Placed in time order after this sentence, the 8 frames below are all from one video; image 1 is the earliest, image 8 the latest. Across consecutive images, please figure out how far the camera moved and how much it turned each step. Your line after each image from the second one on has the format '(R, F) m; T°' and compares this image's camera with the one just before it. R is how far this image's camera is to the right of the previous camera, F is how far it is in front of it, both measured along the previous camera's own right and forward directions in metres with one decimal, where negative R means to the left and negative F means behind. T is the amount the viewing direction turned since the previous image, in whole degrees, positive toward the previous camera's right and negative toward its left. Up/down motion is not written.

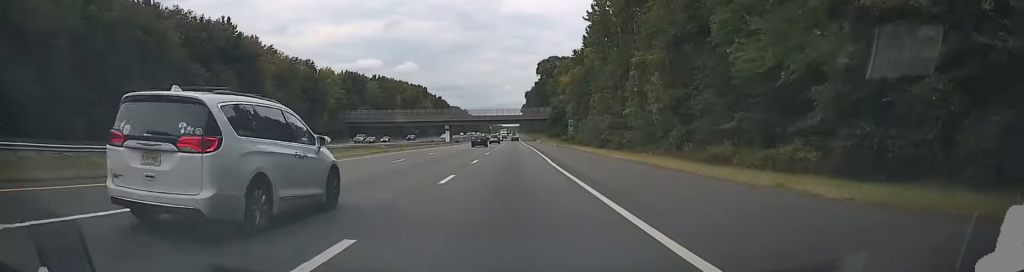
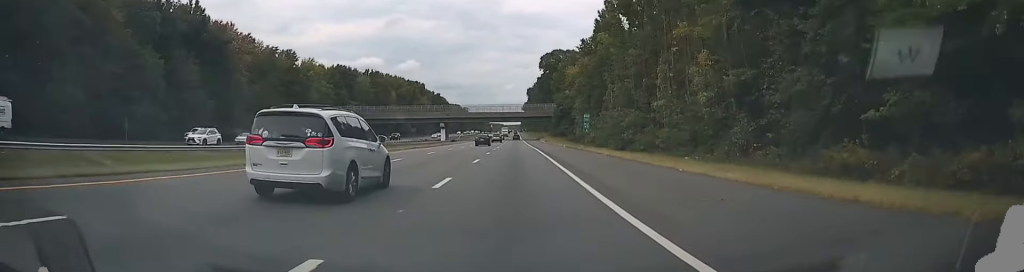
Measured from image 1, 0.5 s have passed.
(0.0, +13.4) m; 0°
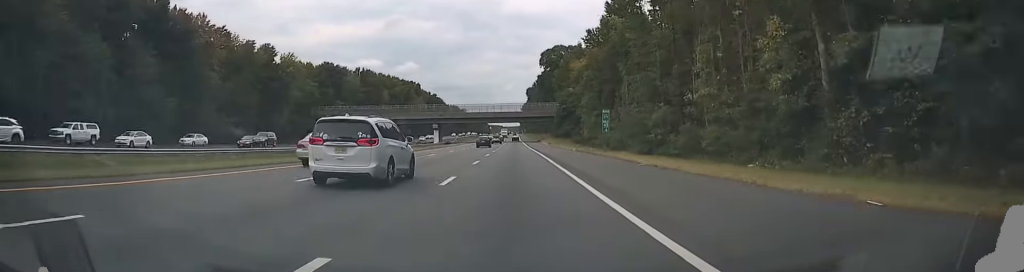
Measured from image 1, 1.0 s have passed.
(-0.1, +12.0) m; 0°
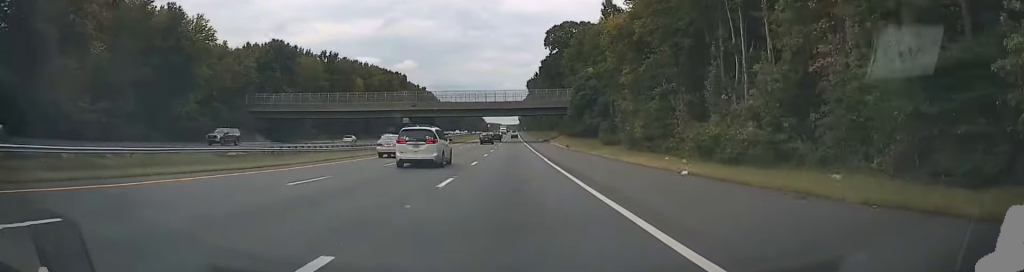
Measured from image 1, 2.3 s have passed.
(+0.3, +36.2) m; 0°
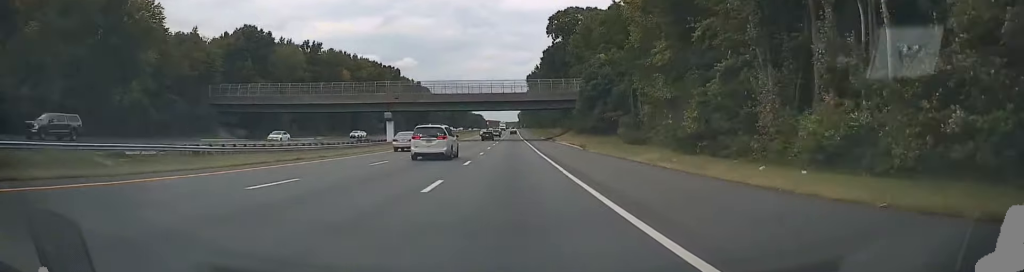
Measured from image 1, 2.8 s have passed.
(-0.2, +14.4) m; -1°
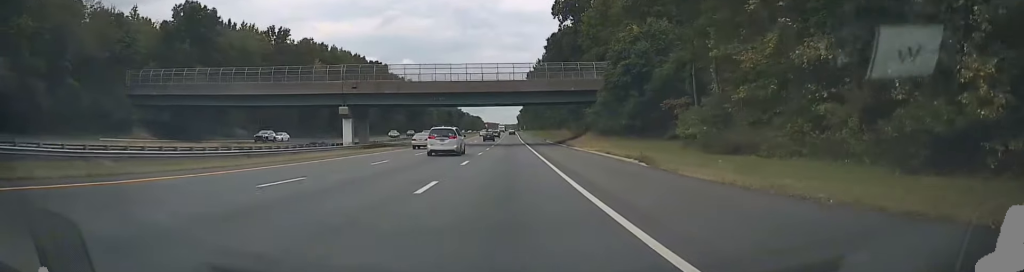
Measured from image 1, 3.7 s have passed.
(-0.2, +23.4) m; 0°
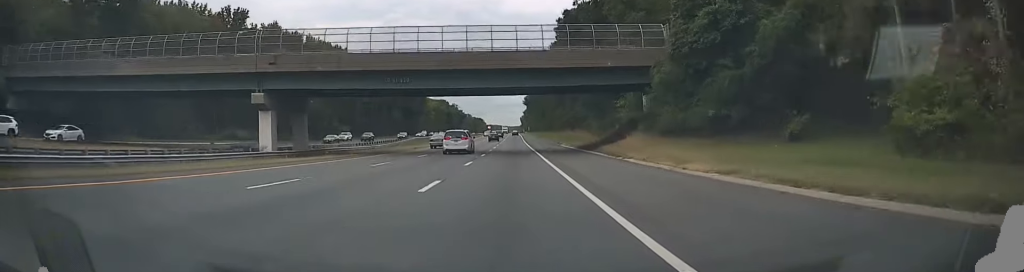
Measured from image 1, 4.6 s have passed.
(+0.2, +24.8) m; +1°
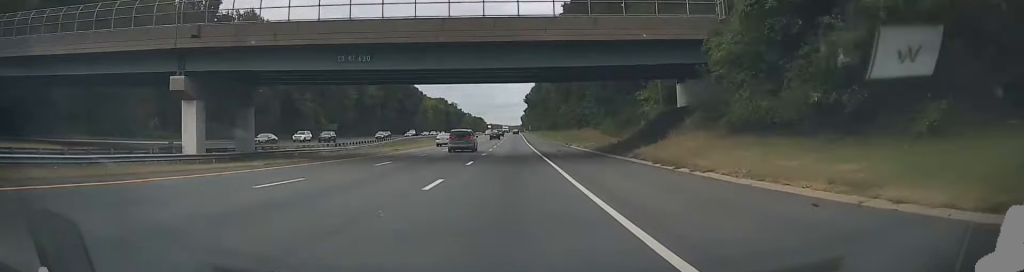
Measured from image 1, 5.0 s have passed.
(+0.2, +11.7) m; 0°
